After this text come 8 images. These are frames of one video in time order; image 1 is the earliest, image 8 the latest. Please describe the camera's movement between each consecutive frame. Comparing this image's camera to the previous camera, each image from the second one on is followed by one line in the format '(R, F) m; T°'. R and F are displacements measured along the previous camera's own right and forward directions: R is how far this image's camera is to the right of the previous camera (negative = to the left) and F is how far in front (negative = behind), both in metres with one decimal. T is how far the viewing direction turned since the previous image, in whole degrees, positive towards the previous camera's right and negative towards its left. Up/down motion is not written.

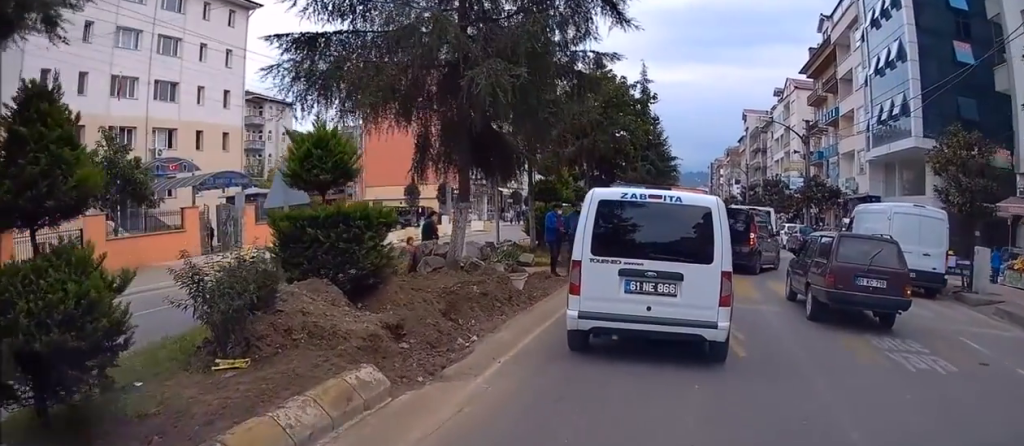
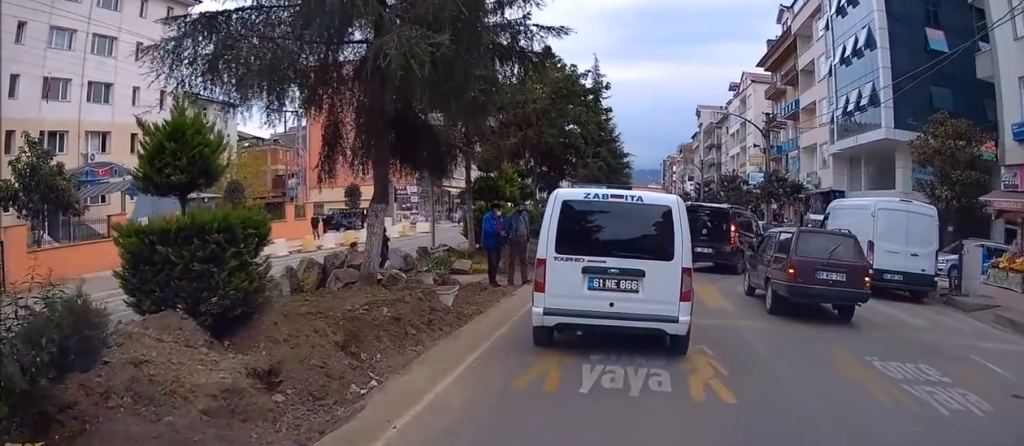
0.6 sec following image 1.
(0.0, +1.8) m; -1°
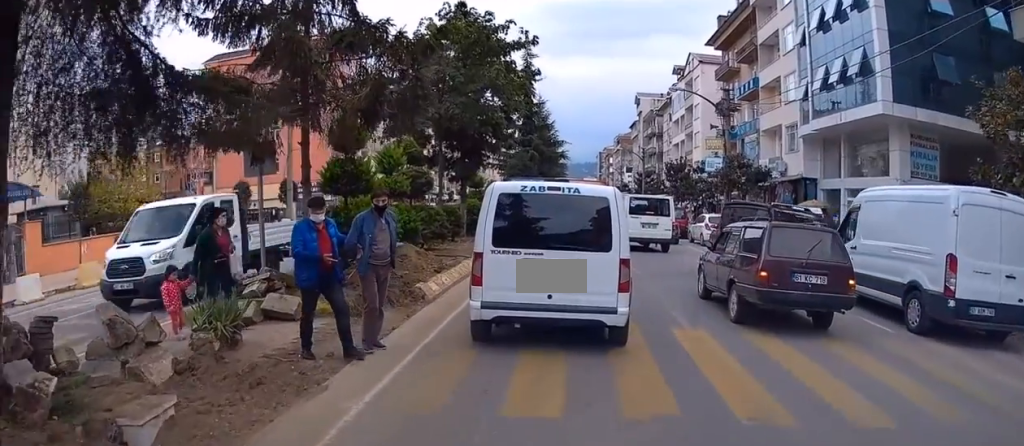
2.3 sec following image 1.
(-0.1, +5.5) m; 0°
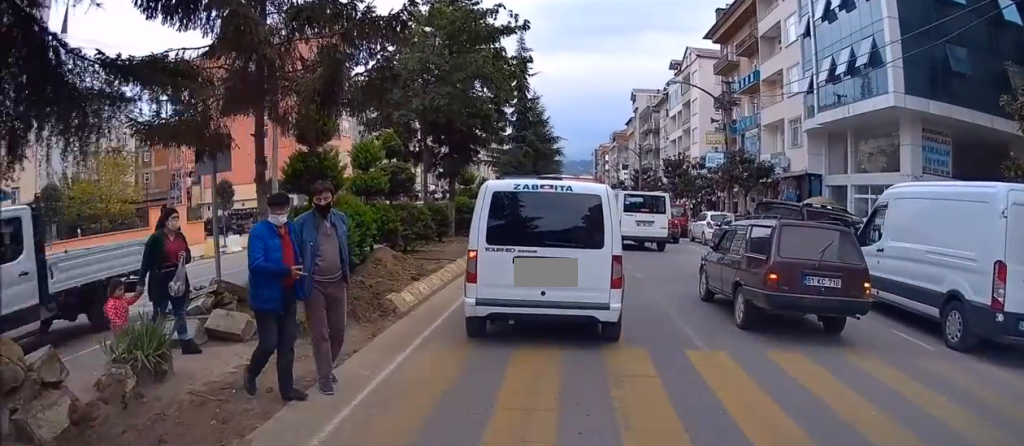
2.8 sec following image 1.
(0.0, +1.1) m; +3°
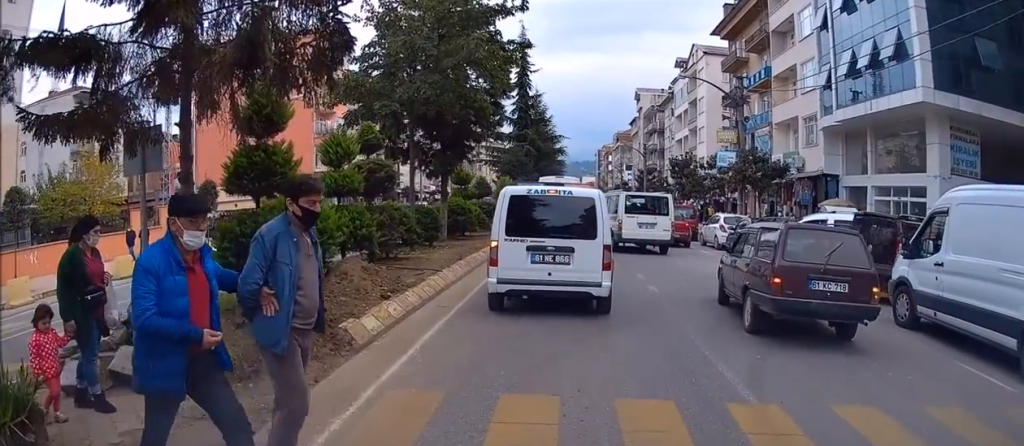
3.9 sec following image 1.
(+0.2, +2.5) m; +4°
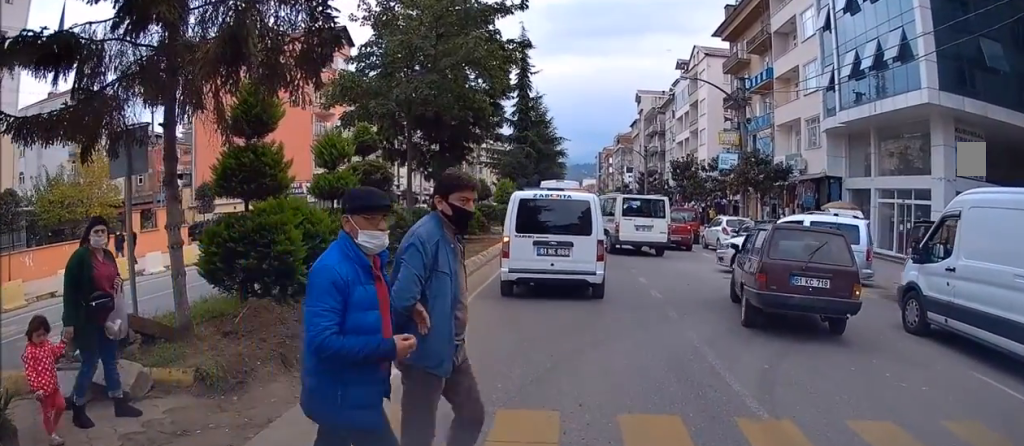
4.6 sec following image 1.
(0.0, +0.6) m; 0°
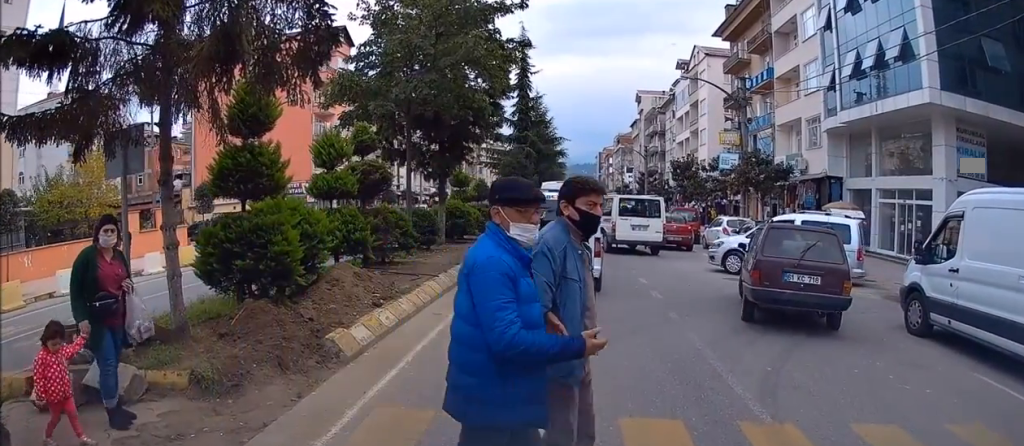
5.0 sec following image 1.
(-0.1, -0.2) m; 0°
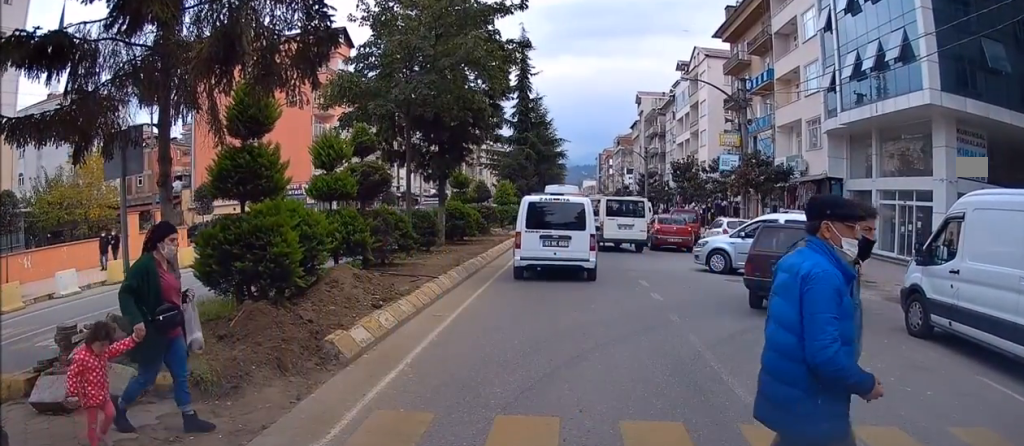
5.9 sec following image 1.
(-0.1, +0.2) m; 0°
